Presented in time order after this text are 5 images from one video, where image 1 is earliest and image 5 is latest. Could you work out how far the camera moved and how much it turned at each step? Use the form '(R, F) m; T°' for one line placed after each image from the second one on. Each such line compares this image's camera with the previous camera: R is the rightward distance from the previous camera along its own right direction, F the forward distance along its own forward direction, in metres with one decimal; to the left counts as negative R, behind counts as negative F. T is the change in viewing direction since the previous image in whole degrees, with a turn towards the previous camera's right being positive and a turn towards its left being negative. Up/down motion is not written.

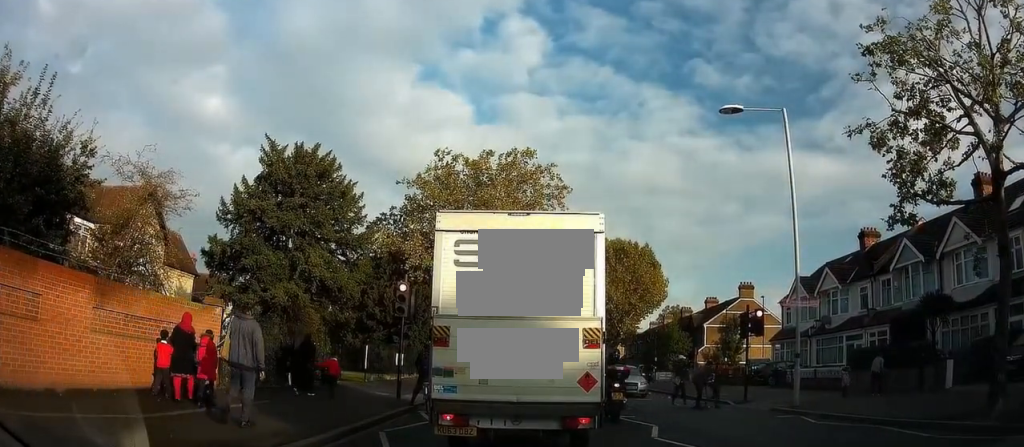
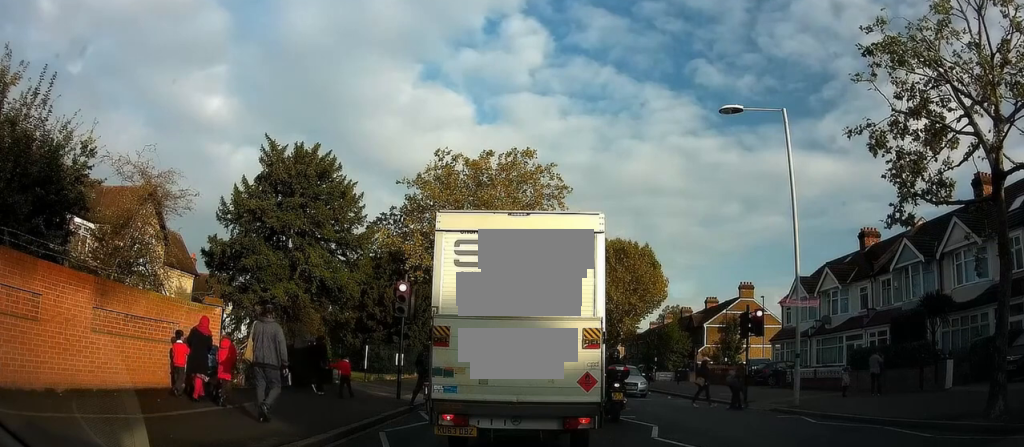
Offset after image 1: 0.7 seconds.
(0.0, 0.0) m; 0°
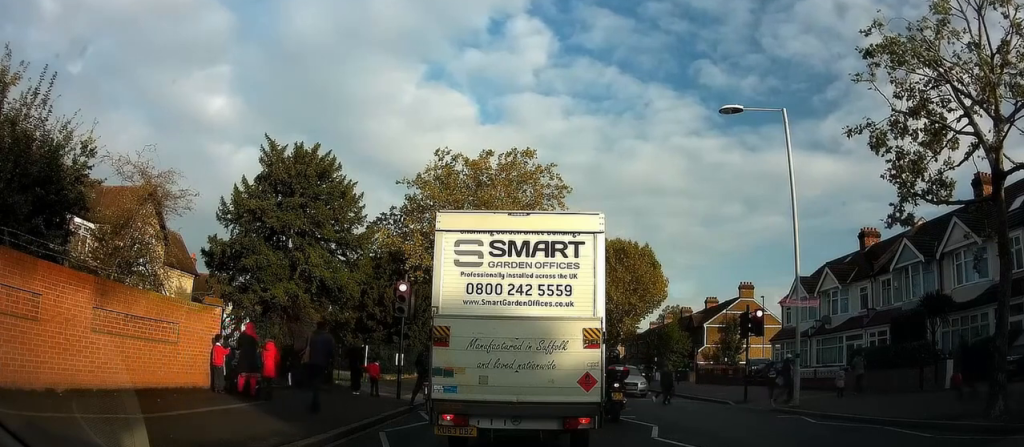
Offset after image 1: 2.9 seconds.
(0.0, 0.0) m; 0°
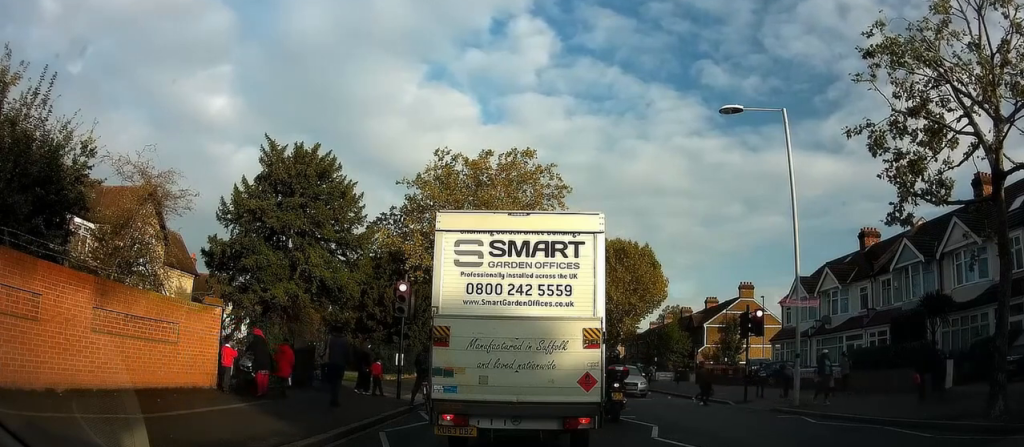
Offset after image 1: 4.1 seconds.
(0.0, 0.0) m; 0°
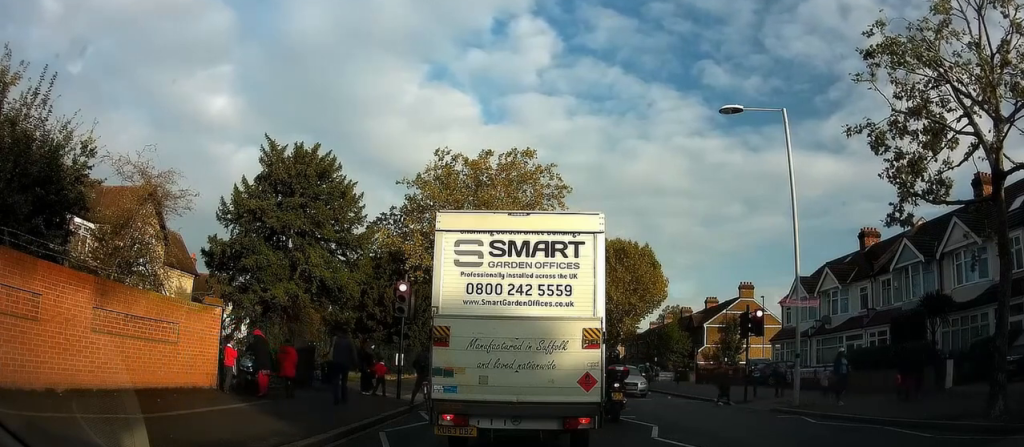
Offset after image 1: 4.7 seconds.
(0.0, 0.0) m; 0°
